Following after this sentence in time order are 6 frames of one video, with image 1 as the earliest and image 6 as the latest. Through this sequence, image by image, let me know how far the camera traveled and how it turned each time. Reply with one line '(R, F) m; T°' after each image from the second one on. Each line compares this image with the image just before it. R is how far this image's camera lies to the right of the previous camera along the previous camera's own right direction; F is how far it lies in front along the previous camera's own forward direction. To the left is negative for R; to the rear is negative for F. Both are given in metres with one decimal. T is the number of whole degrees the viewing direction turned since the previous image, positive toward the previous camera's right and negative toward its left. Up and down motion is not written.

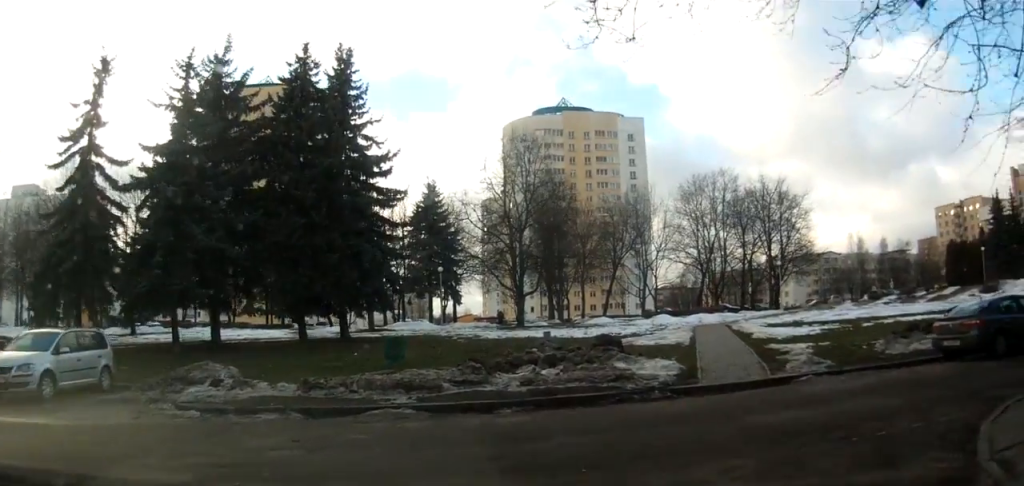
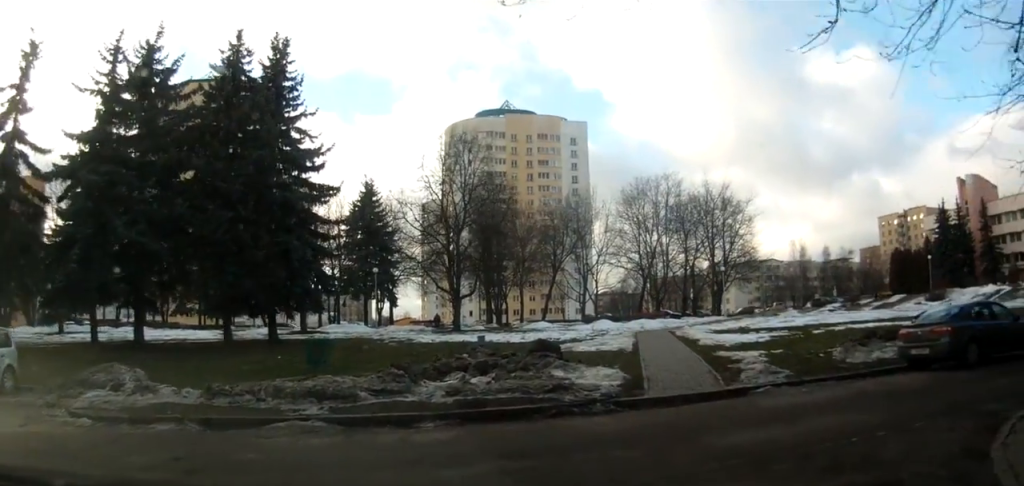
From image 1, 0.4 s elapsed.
(+0.1, +1.8) m; +4°
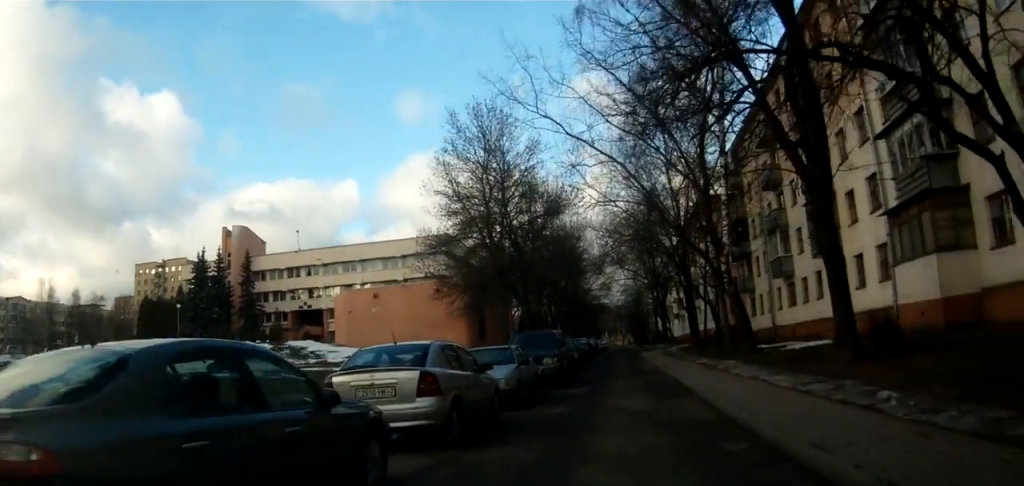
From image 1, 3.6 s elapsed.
(+4.2, +11.4) m; +42°
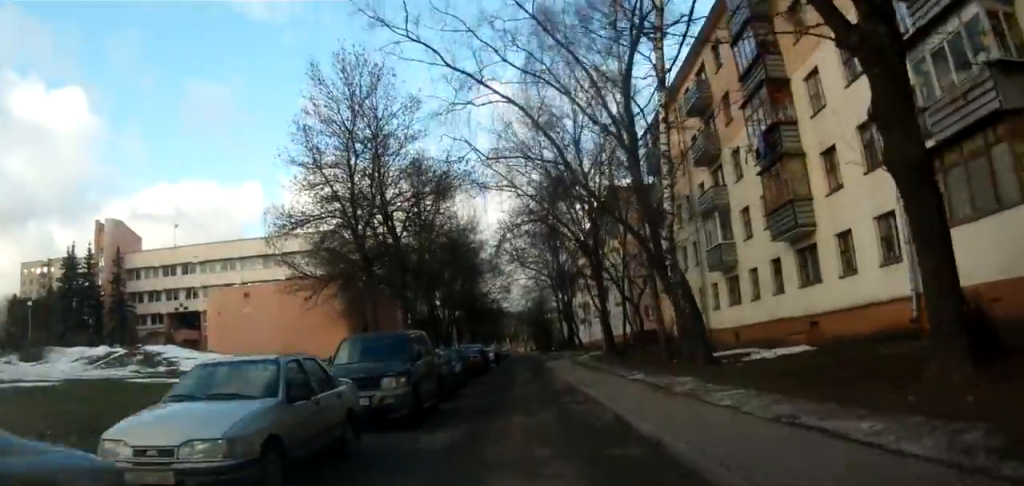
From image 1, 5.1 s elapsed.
(+1.3, +6.4) m; +14°
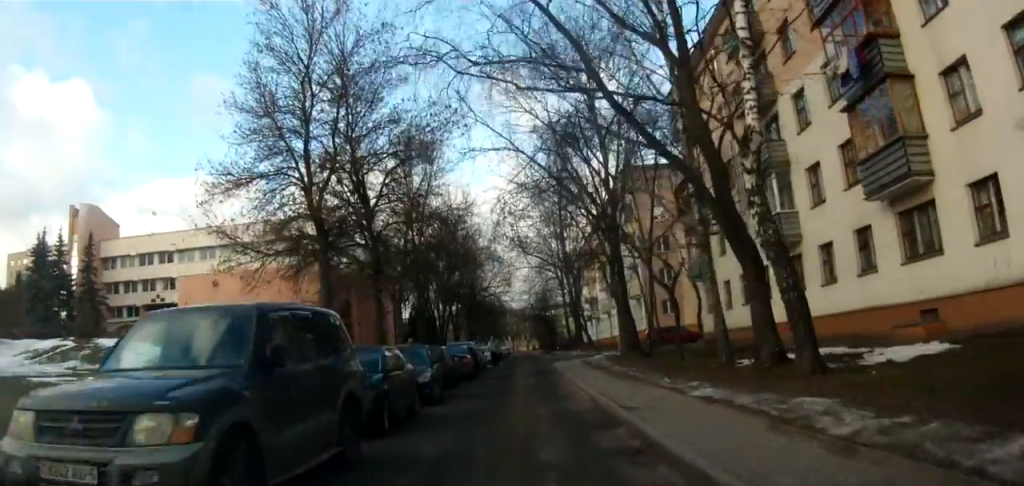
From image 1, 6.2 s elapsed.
(-0.4, +6.2) m; +2°
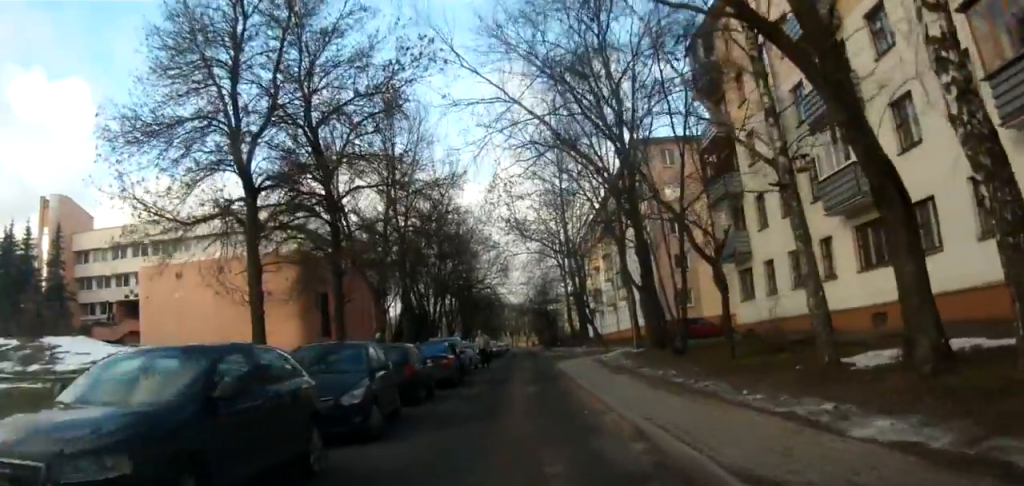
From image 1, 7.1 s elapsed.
(+0.5, +5.3) m; +5°
